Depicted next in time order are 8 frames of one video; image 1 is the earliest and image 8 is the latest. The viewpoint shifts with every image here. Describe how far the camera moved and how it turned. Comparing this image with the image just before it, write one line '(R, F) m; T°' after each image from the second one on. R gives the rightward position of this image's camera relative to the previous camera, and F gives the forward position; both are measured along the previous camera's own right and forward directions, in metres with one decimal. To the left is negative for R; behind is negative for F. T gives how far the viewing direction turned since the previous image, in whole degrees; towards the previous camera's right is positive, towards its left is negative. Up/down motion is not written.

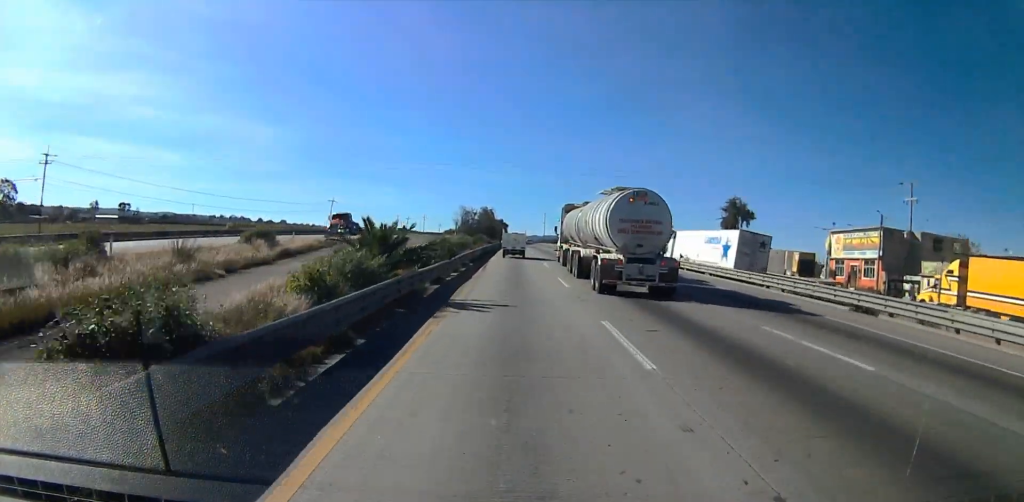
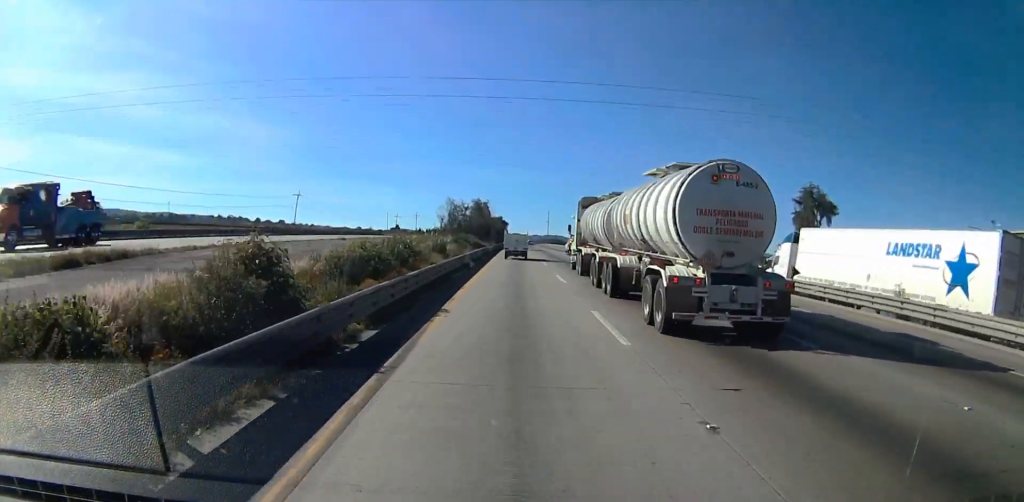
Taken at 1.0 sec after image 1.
(+0.1, +21.4) m; 0°
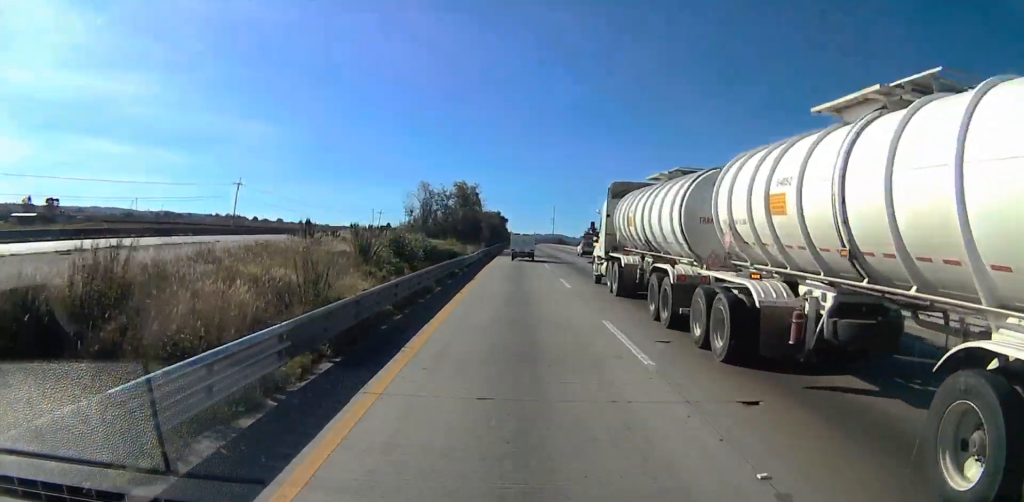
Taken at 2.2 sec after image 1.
(0.0, +24.3) m; 0°
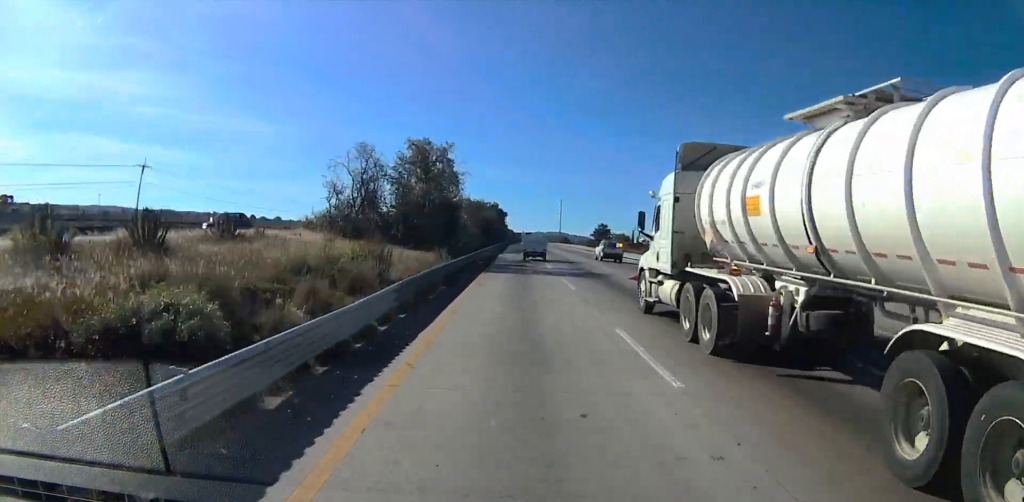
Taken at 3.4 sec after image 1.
(+0.3, +26.2) m; +2°
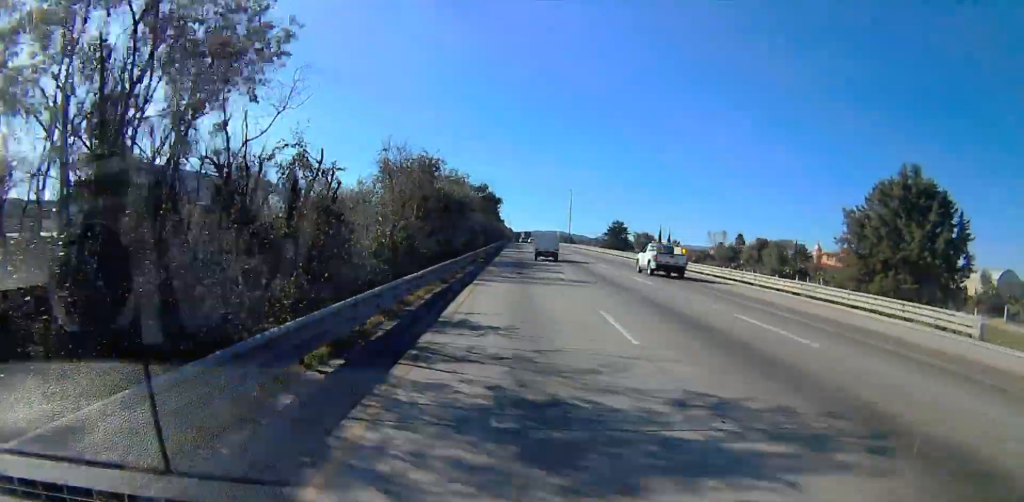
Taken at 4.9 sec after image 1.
(+0.5, +40.0) m; +1°
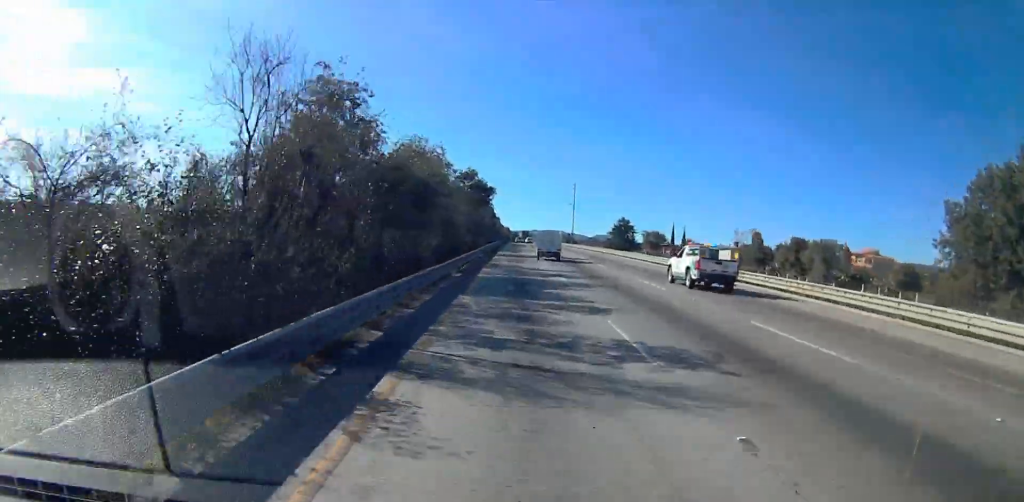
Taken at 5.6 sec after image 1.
(0.0, +18.5) m; 0°
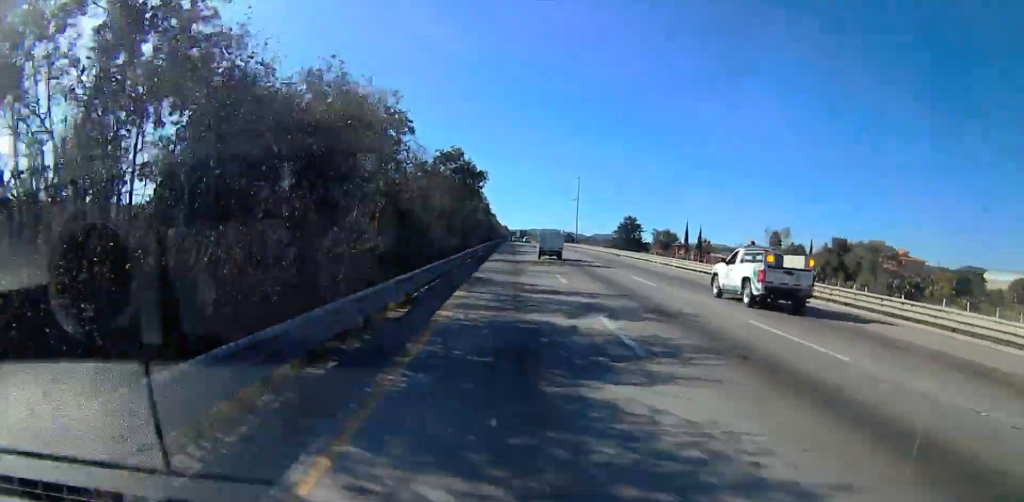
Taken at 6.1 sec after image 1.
(0.0, +16.1) m; -1°
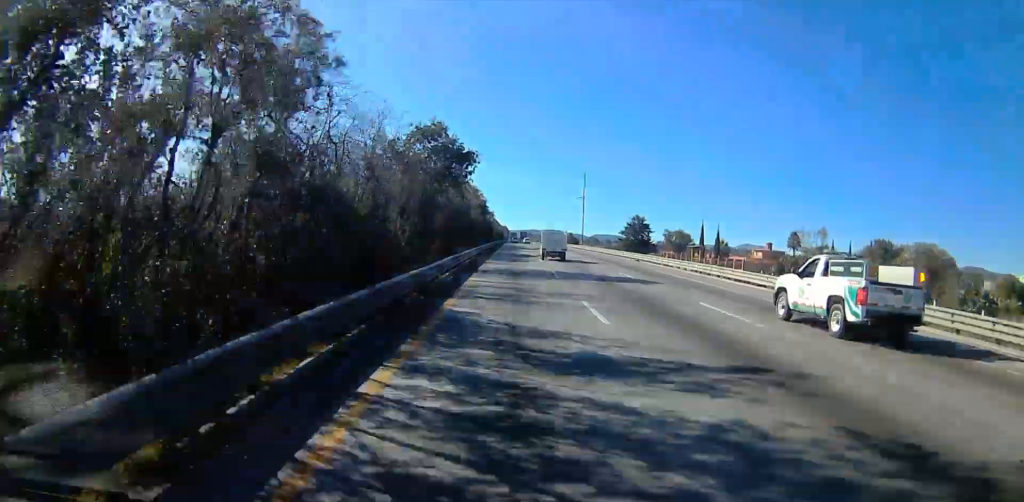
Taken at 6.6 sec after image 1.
(-0.1, +14.1) m; -1°
